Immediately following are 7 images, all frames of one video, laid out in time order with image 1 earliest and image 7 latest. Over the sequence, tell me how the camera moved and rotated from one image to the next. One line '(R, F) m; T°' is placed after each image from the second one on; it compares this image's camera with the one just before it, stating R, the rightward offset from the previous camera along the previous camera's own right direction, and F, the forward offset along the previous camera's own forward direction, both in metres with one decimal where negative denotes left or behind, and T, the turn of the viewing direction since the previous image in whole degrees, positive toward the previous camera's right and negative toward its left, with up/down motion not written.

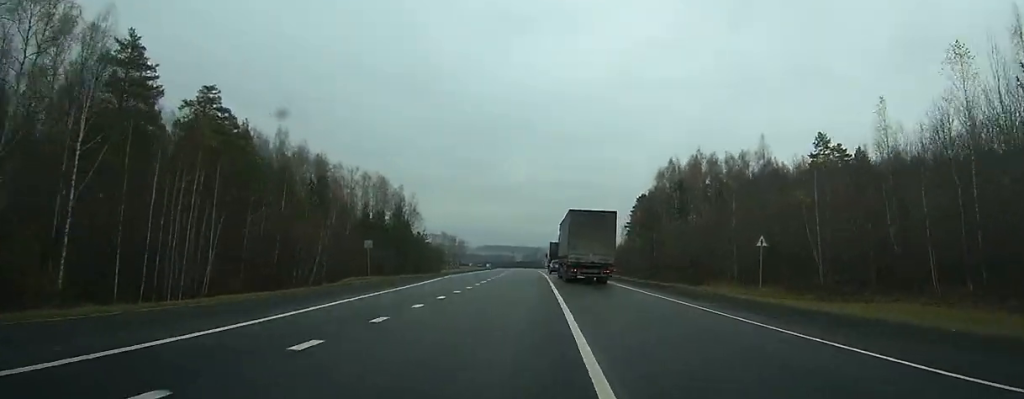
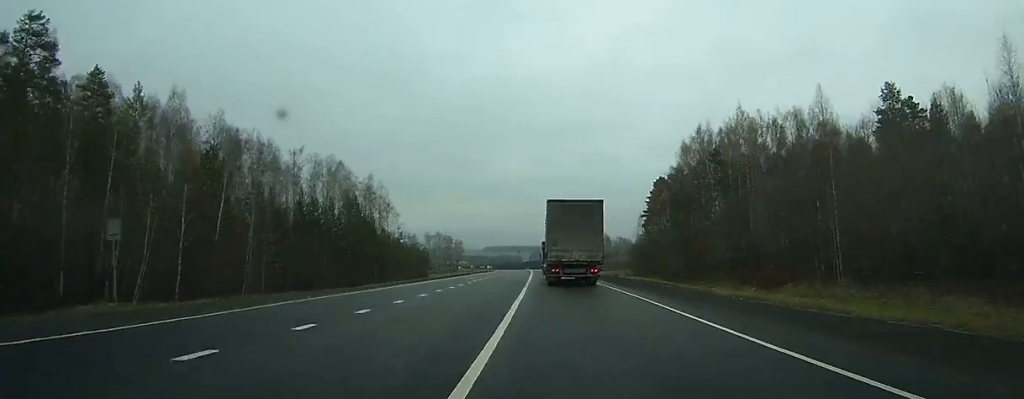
(+0.1, +28.2) m; 0°
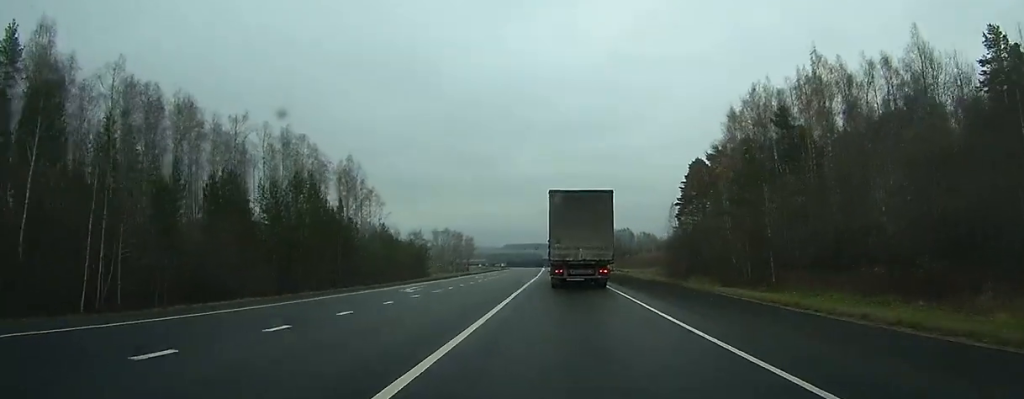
(-0.1, +24.1) m; -1°
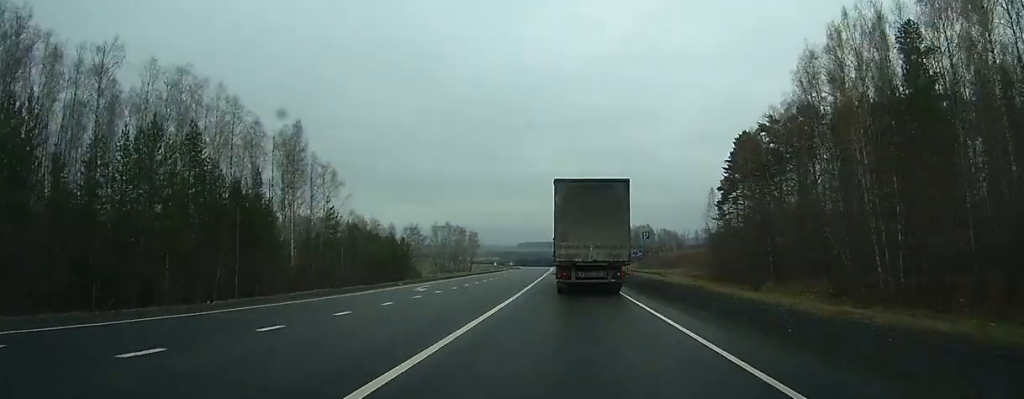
(-0.1, +28.3) m; -1°
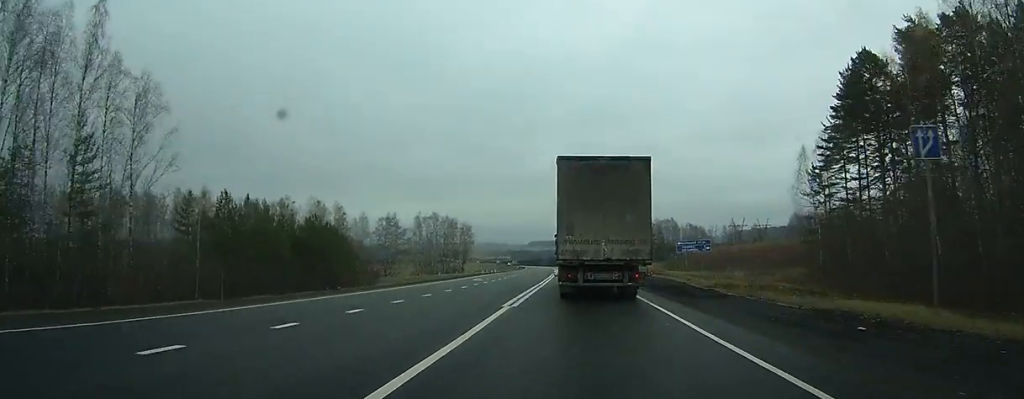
(-0.9, +43.1) m; -2°
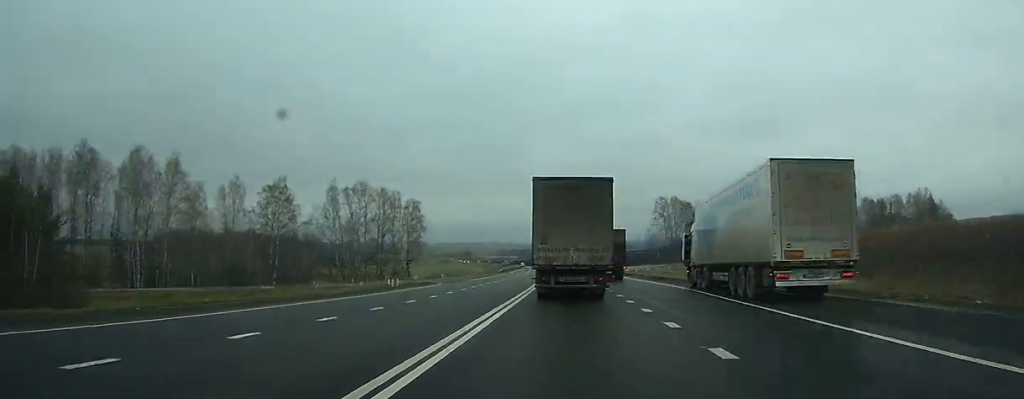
(-1.0, +79.6) m; -1°
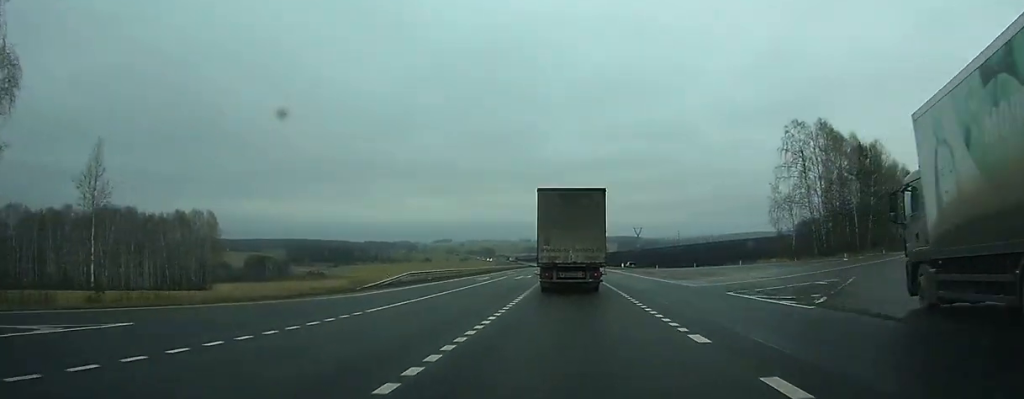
(-2.7, +105.3) m; -3°
